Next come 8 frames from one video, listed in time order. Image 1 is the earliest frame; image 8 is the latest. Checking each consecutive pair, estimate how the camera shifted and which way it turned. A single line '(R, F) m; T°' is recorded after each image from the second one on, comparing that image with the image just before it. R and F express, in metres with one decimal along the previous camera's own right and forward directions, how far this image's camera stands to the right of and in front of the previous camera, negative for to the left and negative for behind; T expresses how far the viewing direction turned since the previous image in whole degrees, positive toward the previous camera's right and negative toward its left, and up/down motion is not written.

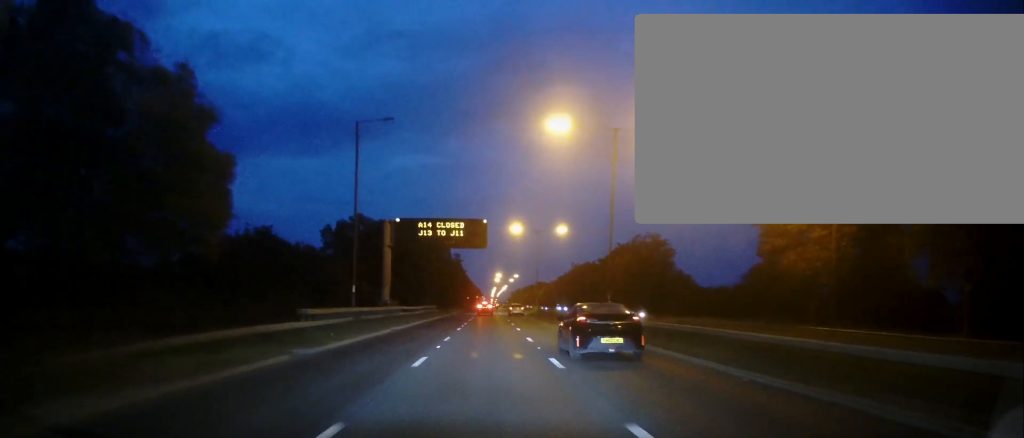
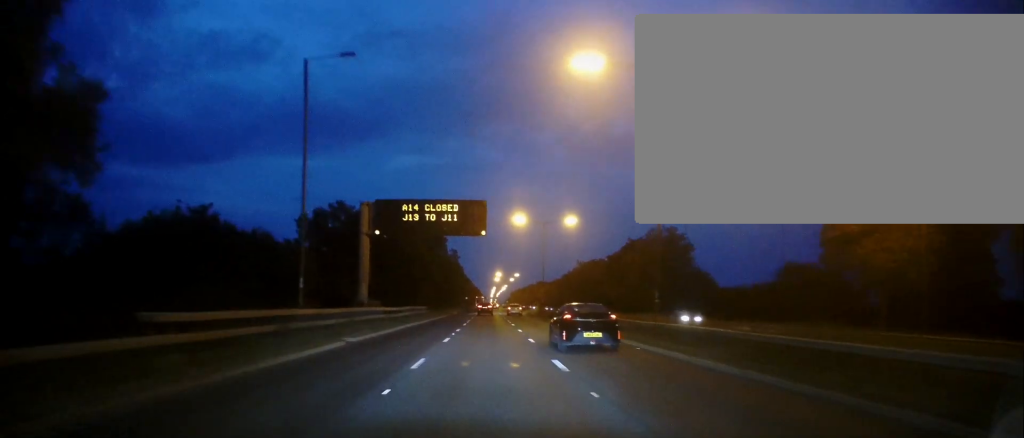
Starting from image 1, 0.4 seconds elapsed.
(0.0, +9.7) m; 0°
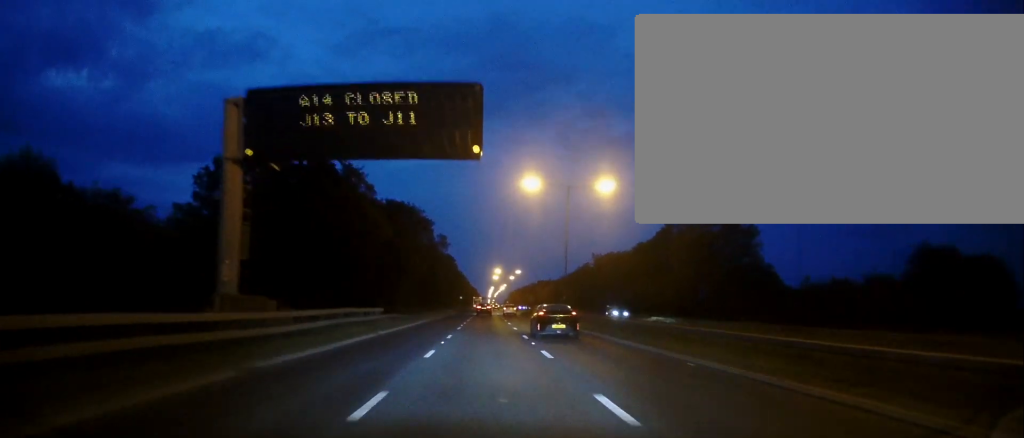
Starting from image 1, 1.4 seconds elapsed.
(+0.1, +23.9) m; 0°
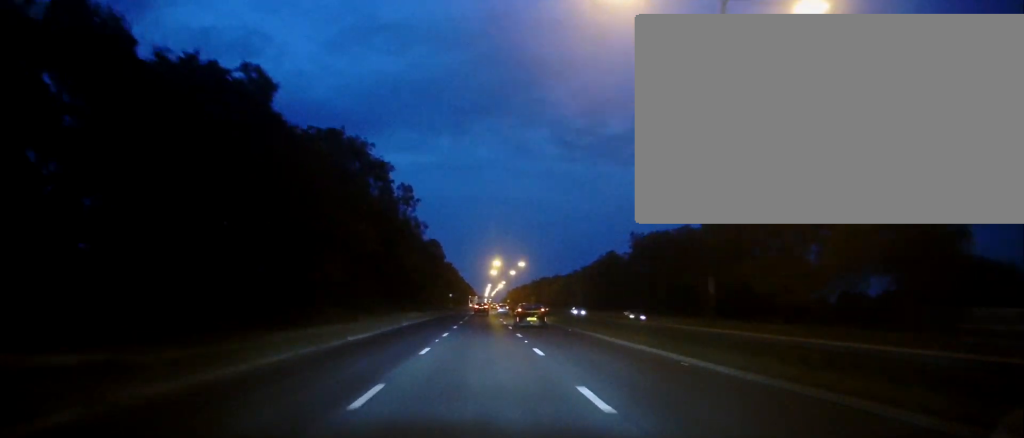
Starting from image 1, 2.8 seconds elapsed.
(0.0, +34.5) m; 0°
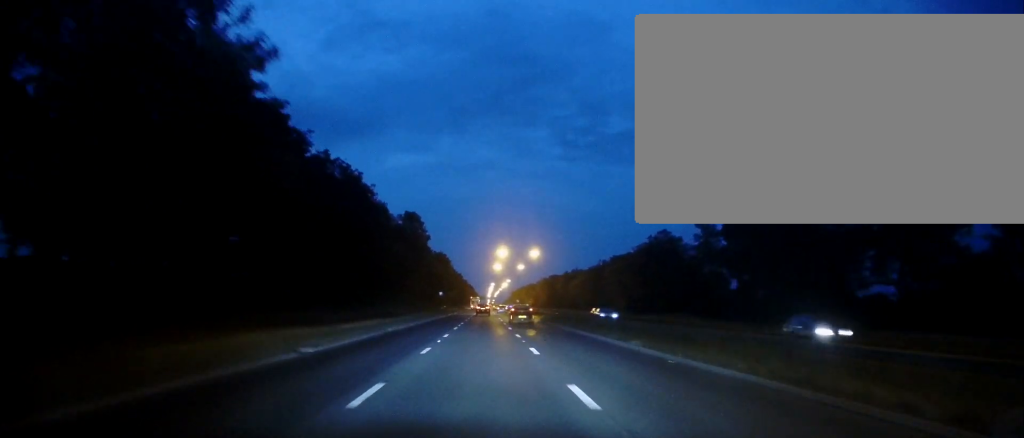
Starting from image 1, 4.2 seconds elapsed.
(+0.3, +34.9) m; +1°
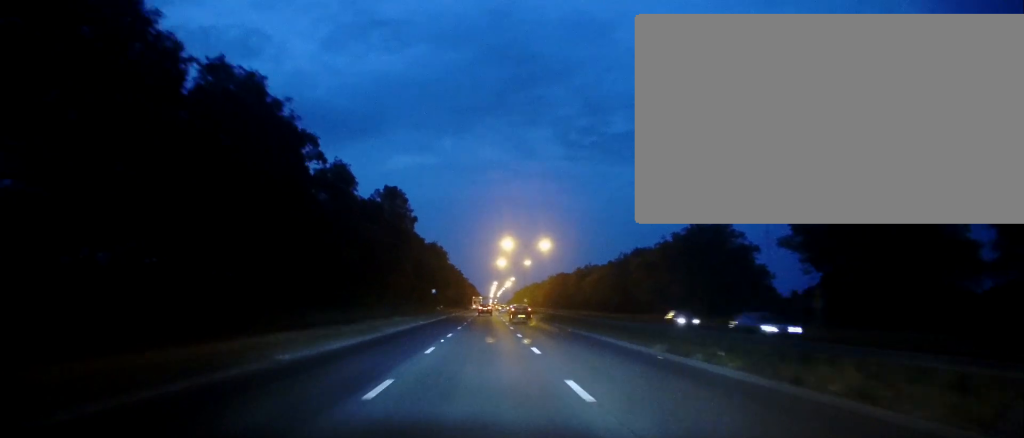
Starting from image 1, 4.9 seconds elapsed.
(+0.1, +17.6) m; -1°
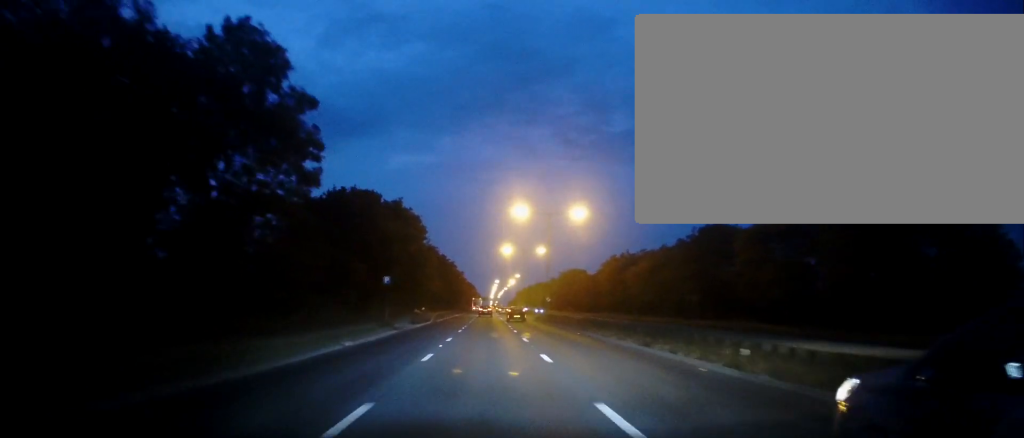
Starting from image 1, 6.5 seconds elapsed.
(-0.6, +37.7) m; -1°
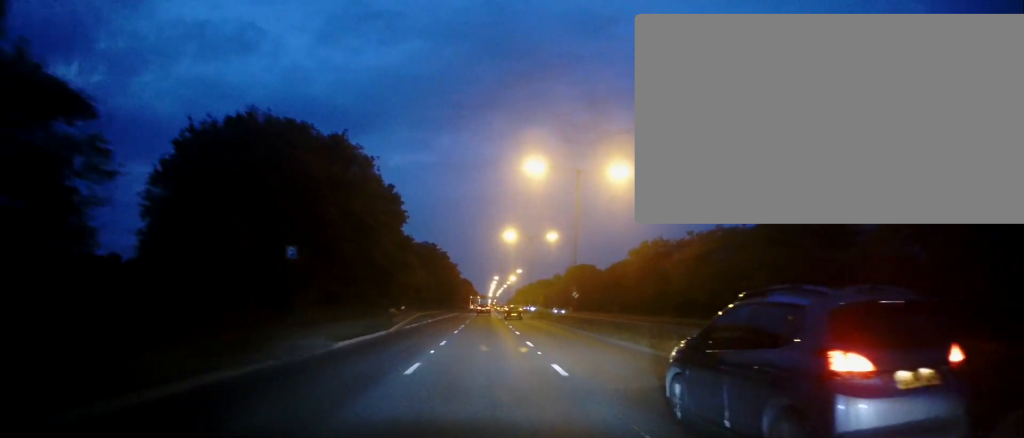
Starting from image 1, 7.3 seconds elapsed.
(+0.1, +20.9) m; 0°
